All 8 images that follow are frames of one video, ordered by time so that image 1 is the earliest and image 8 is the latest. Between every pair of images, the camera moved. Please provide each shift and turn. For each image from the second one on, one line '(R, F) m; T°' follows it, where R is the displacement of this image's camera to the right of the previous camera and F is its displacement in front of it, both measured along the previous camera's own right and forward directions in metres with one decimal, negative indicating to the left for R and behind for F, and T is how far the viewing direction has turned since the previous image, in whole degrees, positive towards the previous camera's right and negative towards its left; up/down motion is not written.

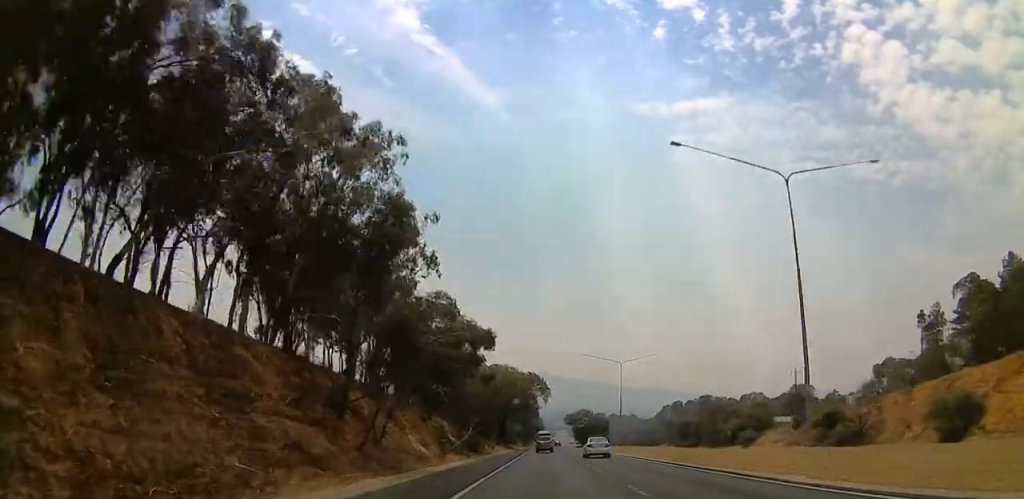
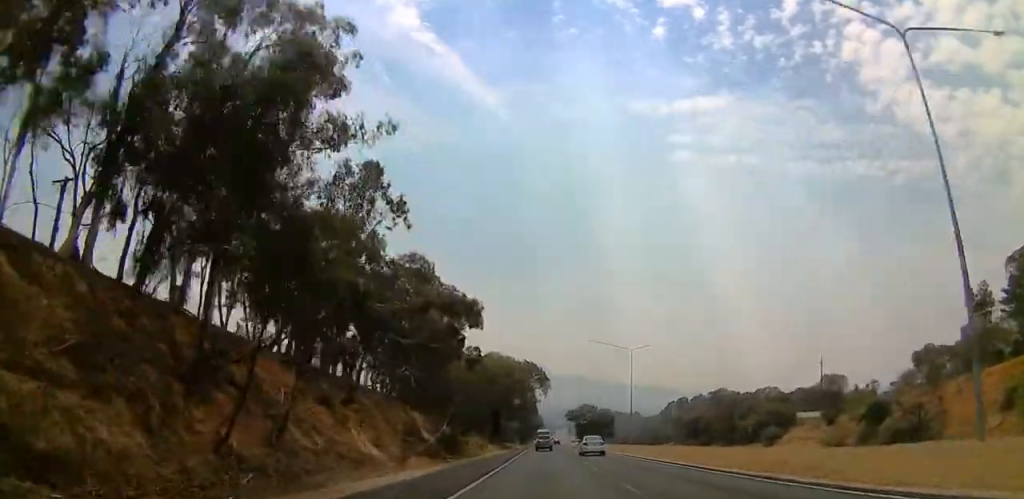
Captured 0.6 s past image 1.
(-0.7, +11.2) m; -2°
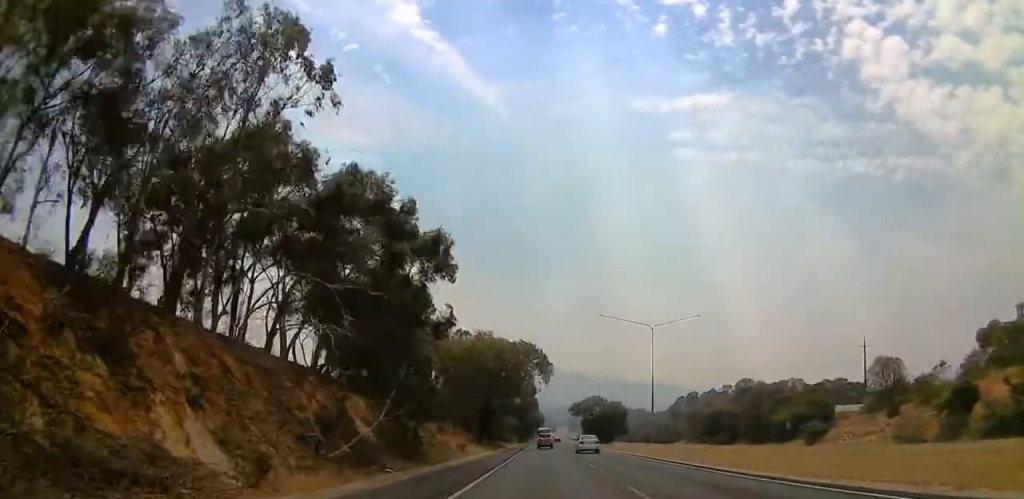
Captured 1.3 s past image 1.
(+0.3, +14.7) m; +1°
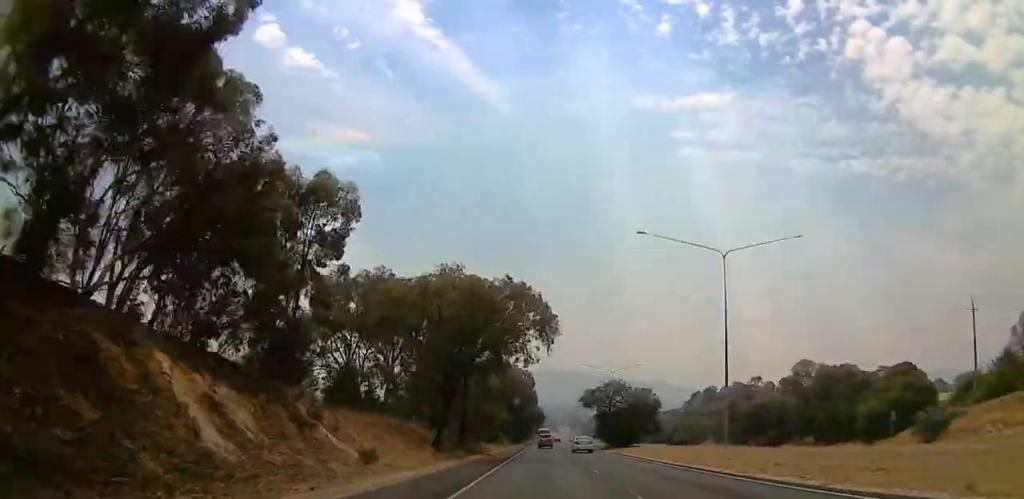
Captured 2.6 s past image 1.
(+0.3, +25.5) m; +1°
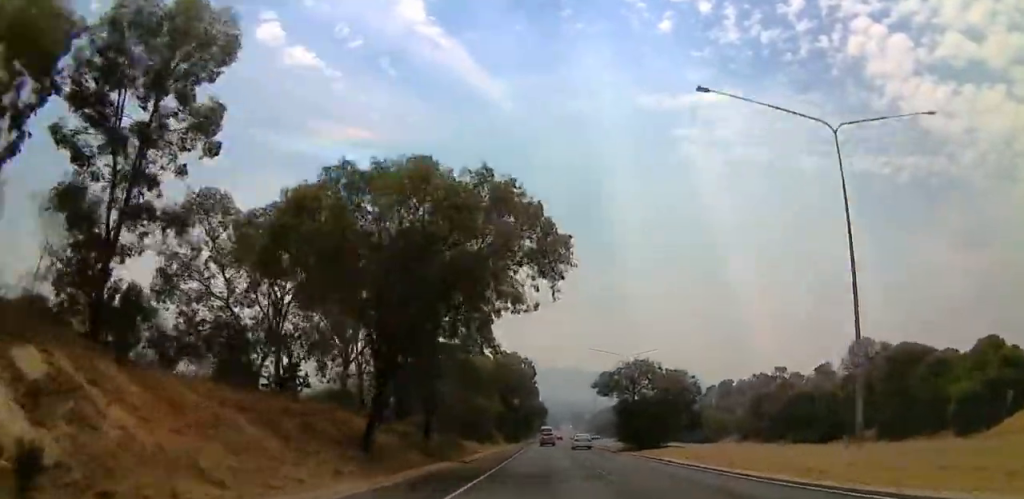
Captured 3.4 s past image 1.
(0.0, +16.2) m; 0°
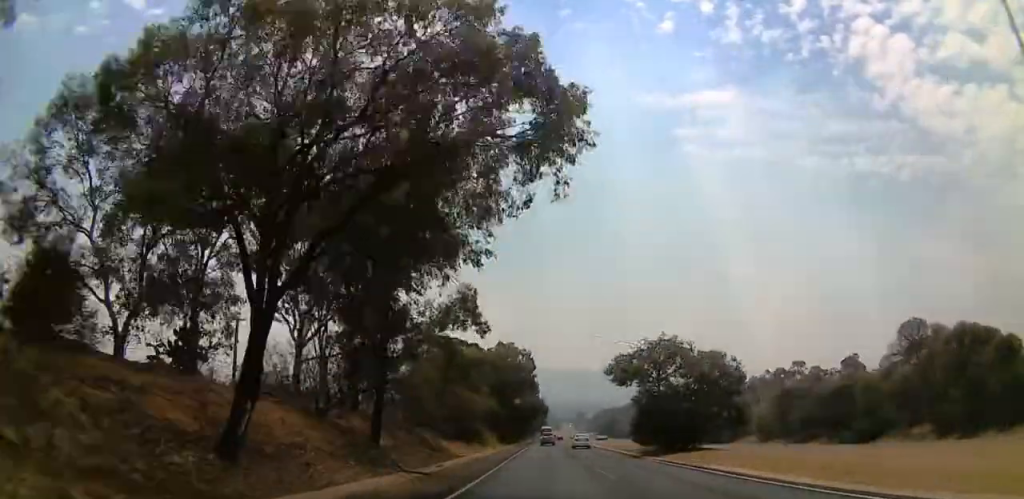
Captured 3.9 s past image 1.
(0.0, +10.9) m; 0°
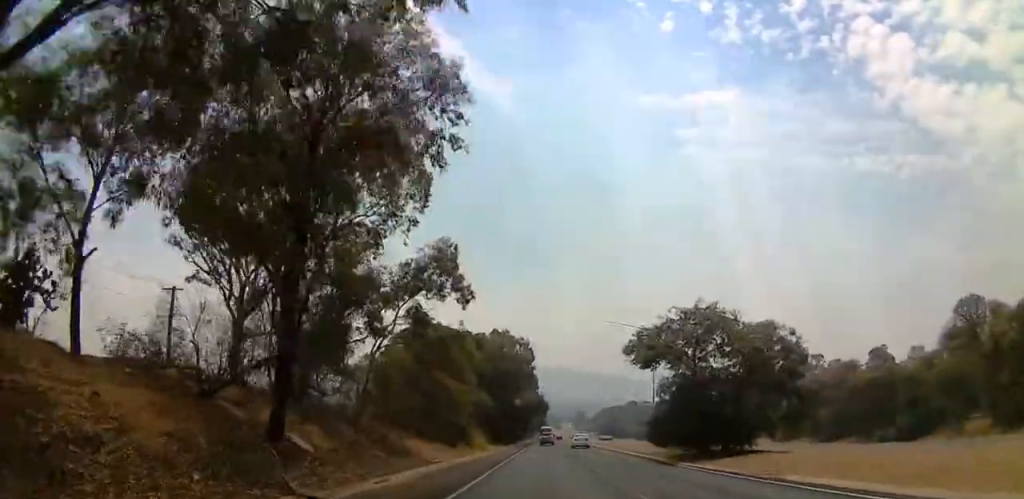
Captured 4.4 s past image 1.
(0.0, +9.5) m; 0°
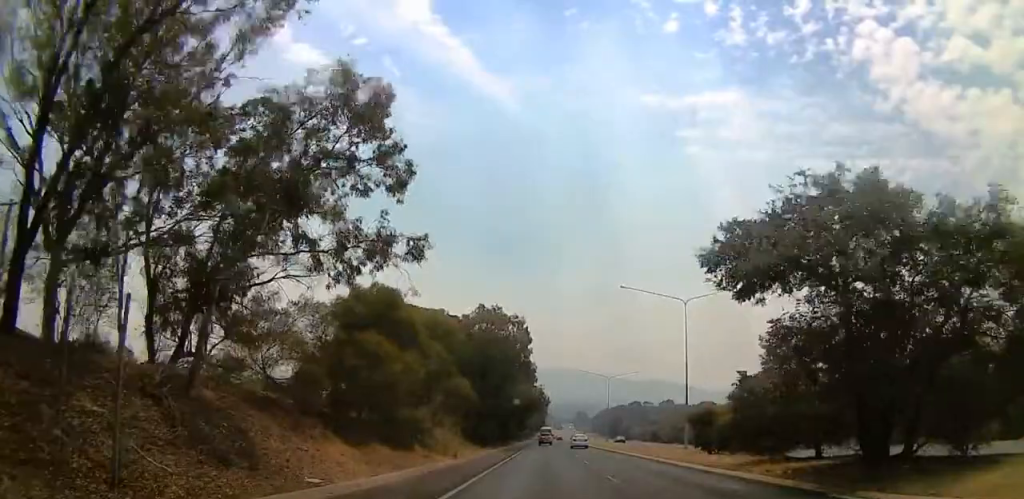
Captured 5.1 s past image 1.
(0.0, +15.7) m; 0°
